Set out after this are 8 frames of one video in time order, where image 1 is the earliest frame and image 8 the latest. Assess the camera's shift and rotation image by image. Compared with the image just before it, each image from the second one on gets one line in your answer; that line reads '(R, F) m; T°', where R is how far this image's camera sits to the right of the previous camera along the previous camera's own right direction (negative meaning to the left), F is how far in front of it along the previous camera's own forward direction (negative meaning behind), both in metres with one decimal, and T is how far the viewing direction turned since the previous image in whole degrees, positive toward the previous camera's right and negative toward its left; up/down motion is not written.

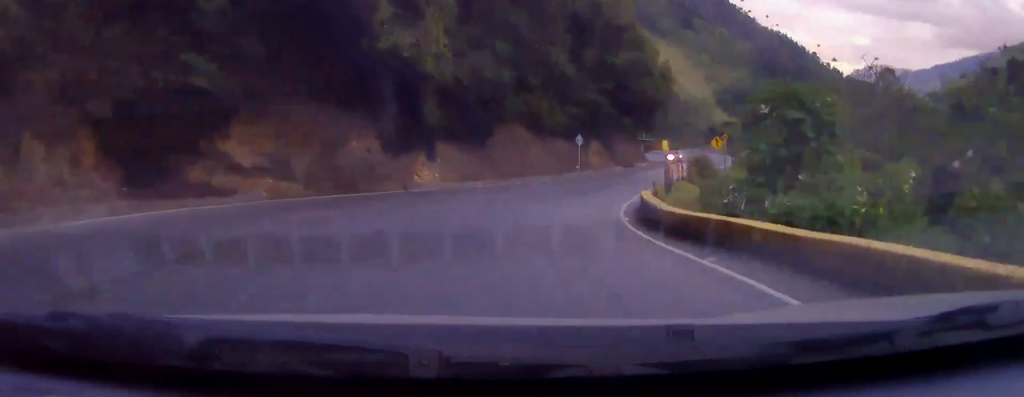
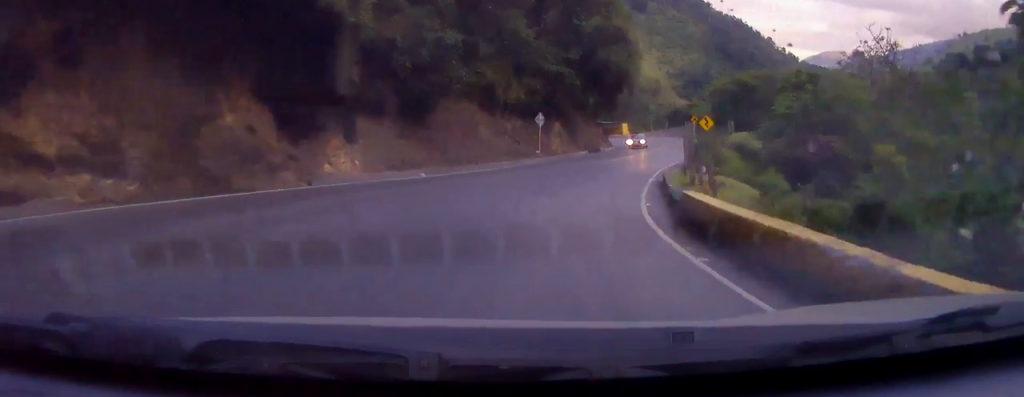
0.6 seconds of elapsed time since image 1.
(-0.1, +8.6) m; +3°
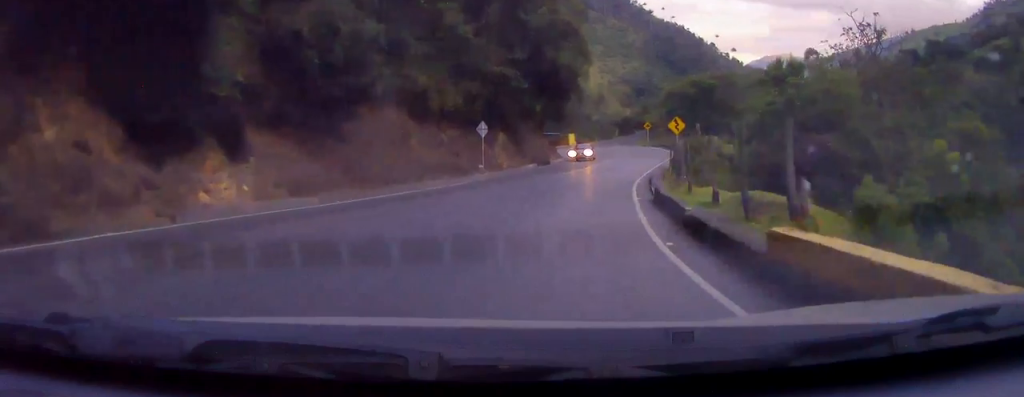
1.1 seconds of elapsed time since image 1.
(+0.4, +5.8) m; +5°
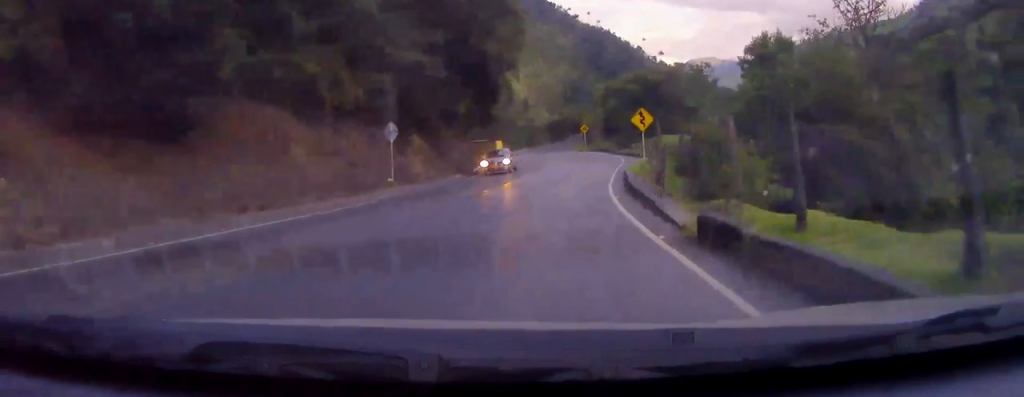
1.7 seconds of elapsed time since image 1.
(+0.2, +8.1) m; +6°
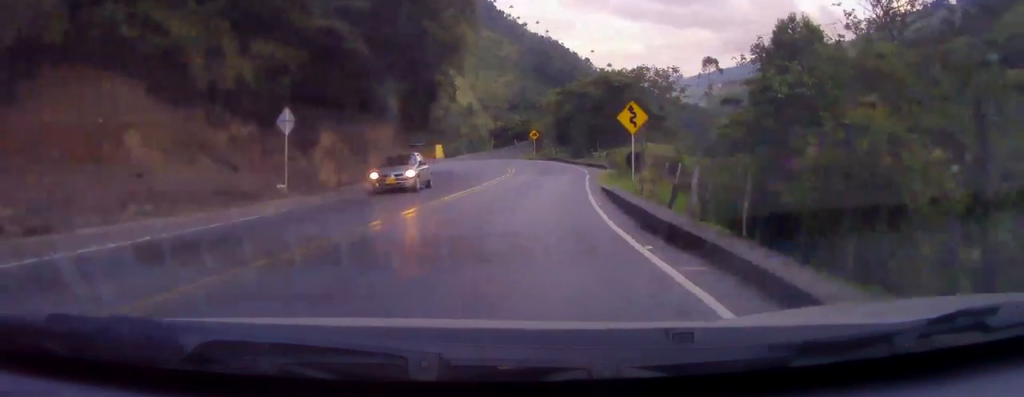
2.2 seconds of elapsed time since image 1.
(+0.7, +7.9) m; +4°
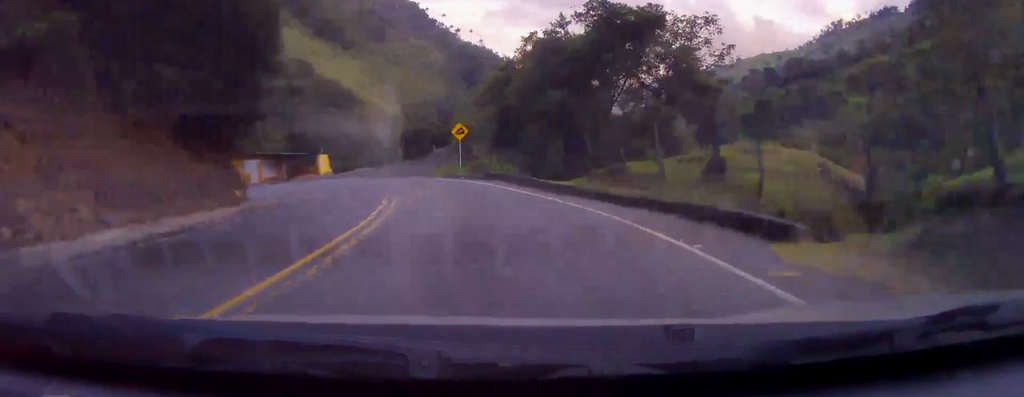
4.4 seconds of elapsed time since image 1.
(+2.5, +30.2) m; +6°
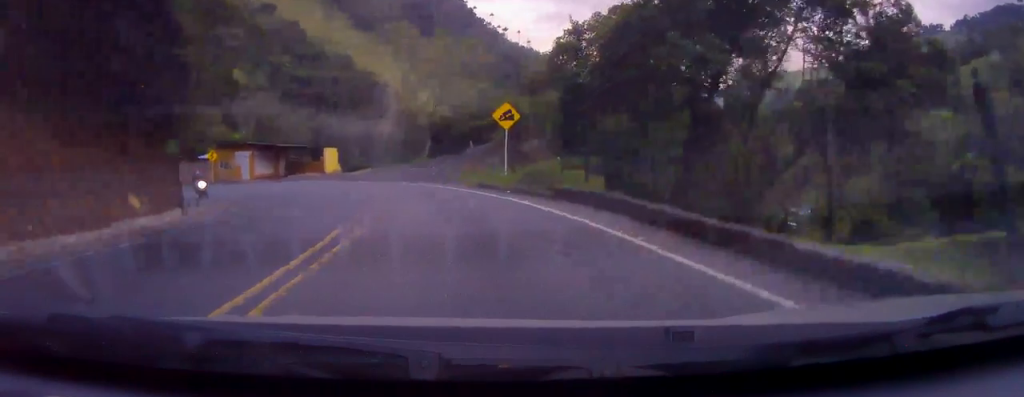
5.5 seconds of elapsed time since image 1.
(-0.1, +13.7) m; -6°
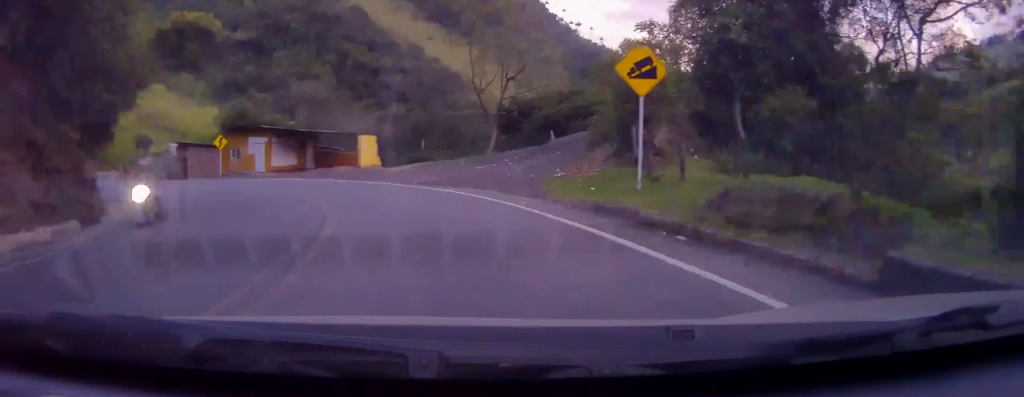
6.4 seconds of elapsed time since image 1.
(-1.2, +11.8) m; -7°
